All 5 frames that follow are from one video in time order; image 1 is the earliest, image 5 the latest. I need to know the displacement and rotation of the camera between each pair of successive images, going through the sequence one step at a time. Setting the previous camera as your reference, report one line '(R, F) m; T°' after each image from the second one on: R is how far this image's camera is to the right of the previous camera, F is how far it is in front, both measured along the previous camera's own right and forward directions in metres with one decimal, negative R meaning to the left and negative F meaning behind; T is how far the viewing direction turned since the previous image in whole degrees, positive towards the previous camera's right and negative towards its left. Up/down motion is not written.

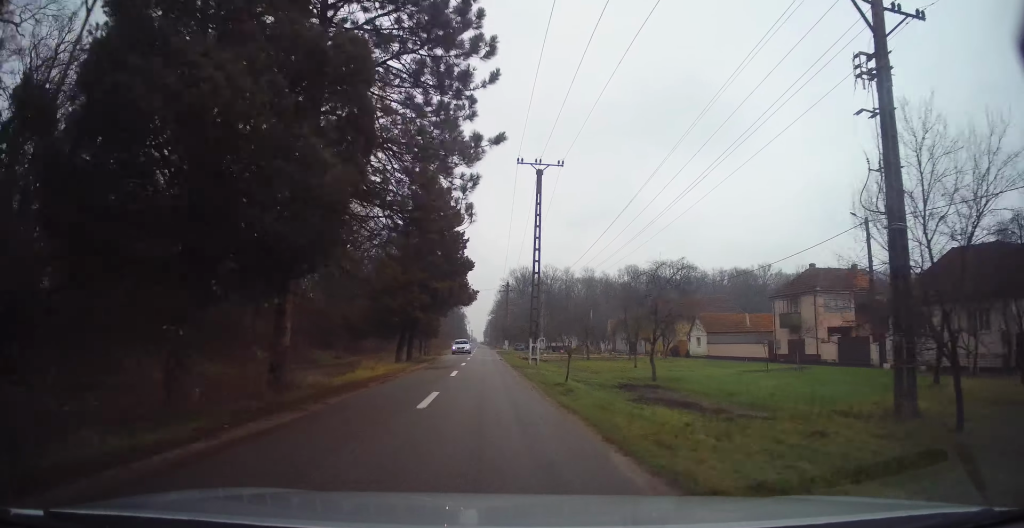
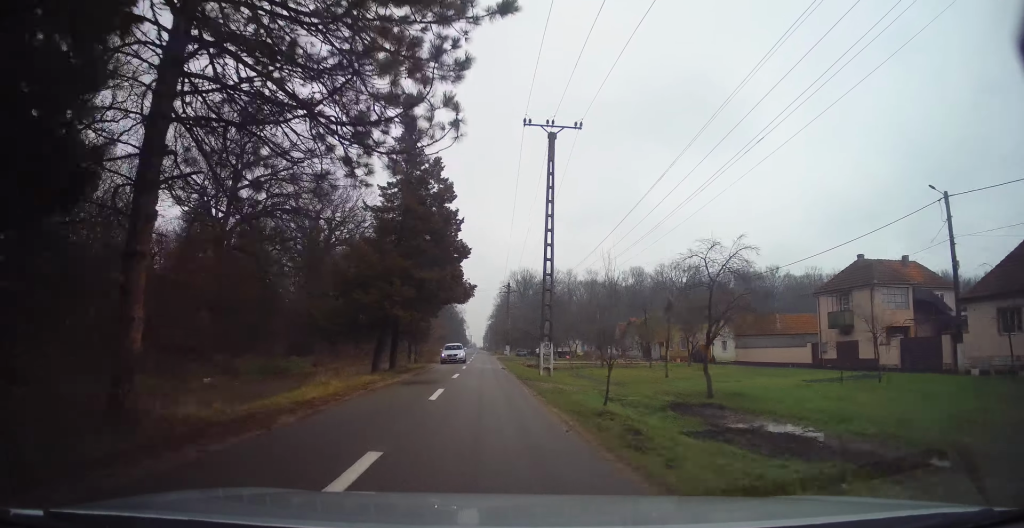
(-0.1, +6.5) m; +1°
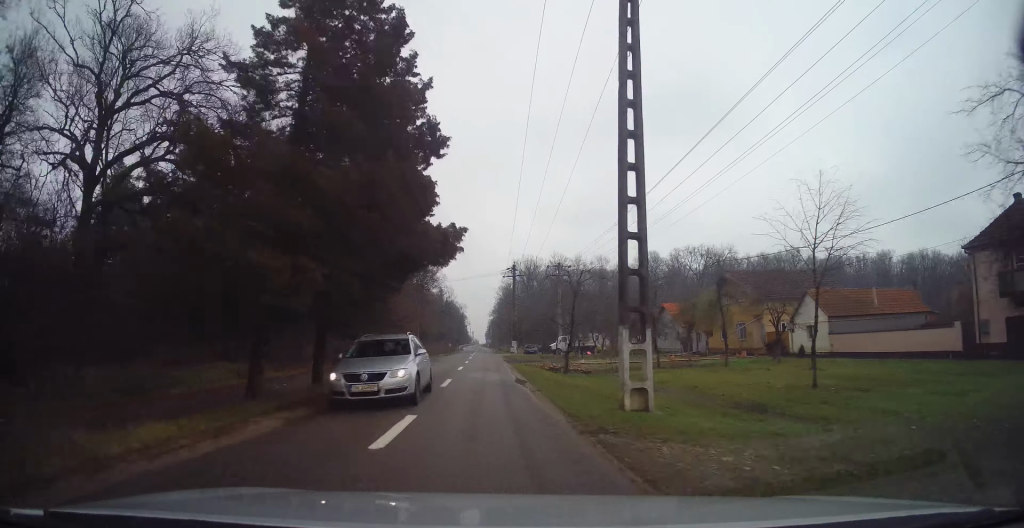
(+0.5, +14.6) m; 0°
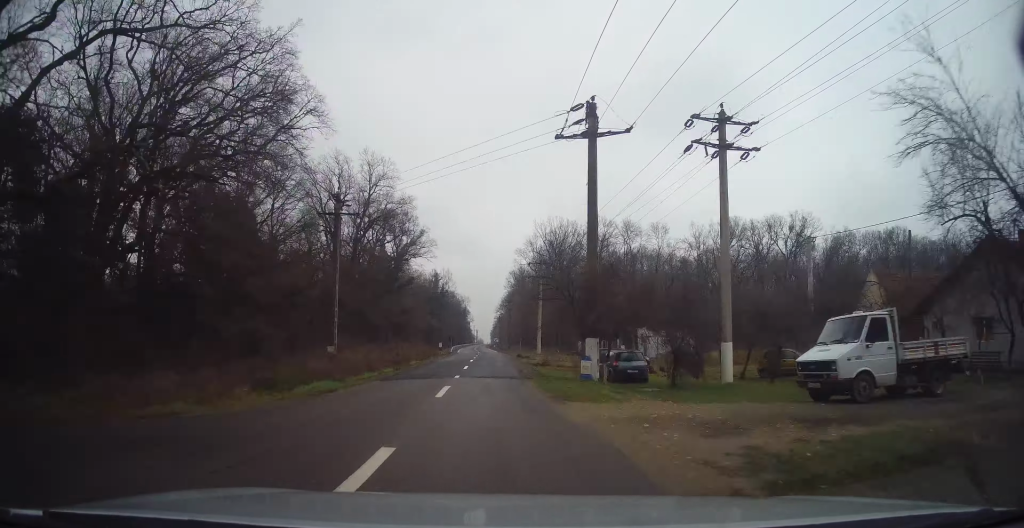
(-1.8, +47.8) m; -2°
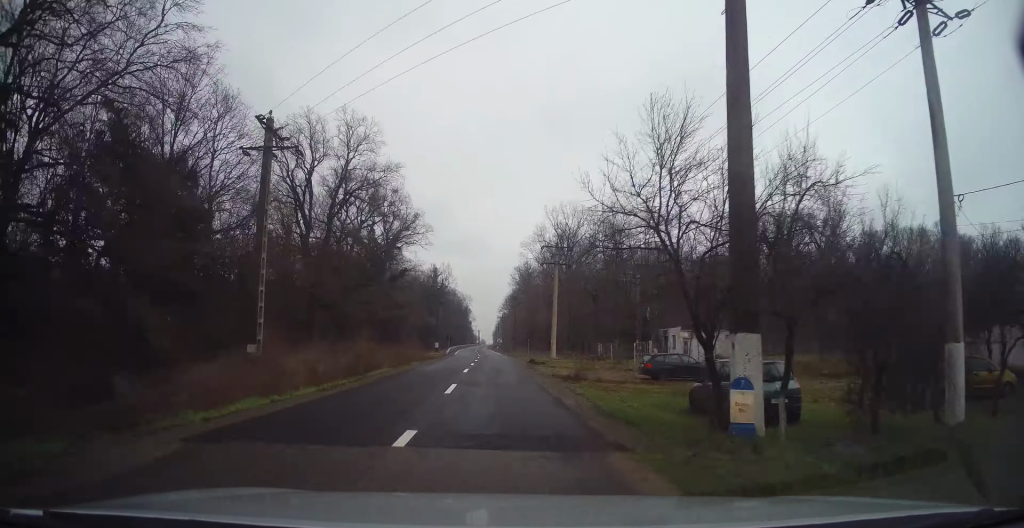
(0.0, +12.7) m; +2°
